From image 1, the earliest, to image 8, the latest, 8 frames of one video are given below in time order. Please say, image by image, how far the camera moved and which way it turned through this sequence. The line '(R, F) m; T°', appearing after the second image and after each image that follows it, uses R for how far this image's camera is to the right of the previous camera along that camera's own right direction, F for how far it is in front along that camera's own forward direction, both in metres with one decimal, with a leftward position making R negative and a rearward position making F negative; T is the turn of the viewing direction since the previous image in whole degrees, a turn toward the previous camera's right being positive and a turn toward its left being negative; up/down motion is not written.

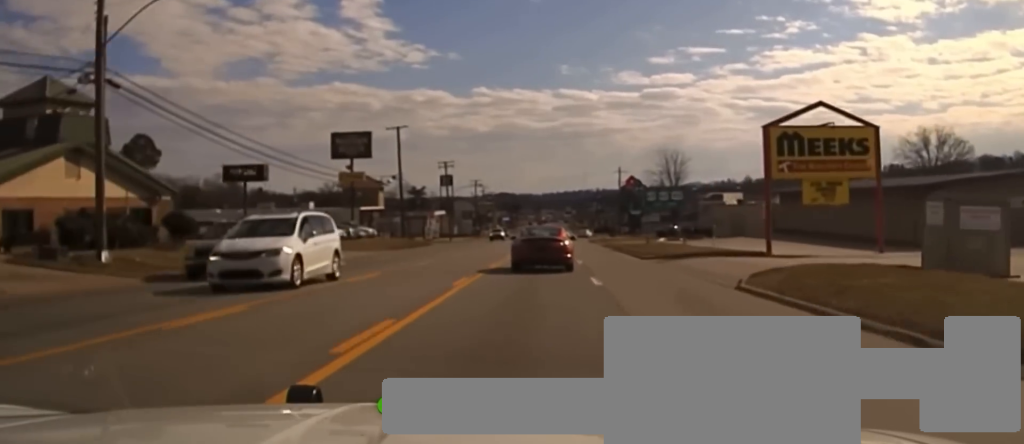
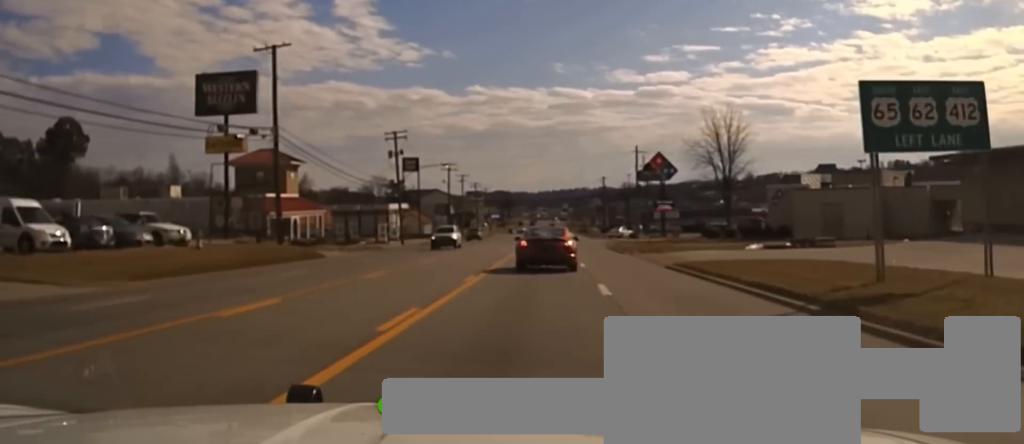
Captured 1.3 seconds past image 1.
(-0.3, +37.1) m; -1°
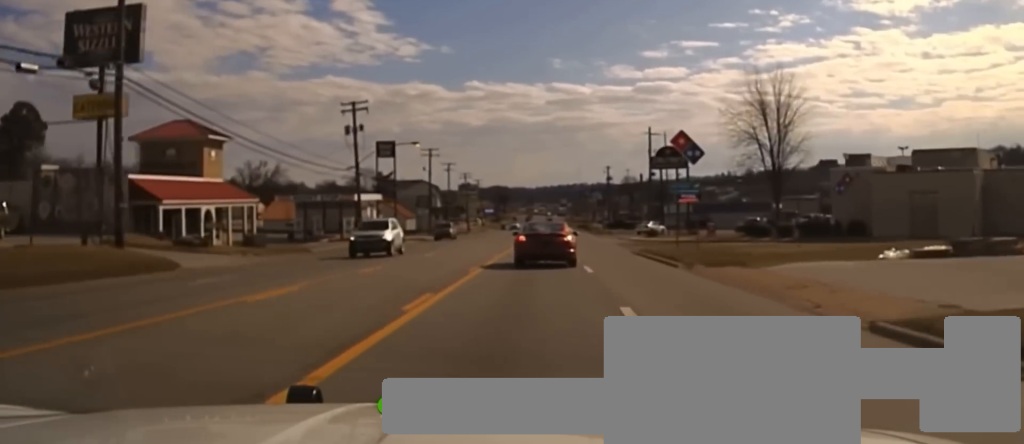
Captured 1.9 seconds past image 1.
(-0.1, +17.7) m; 0°
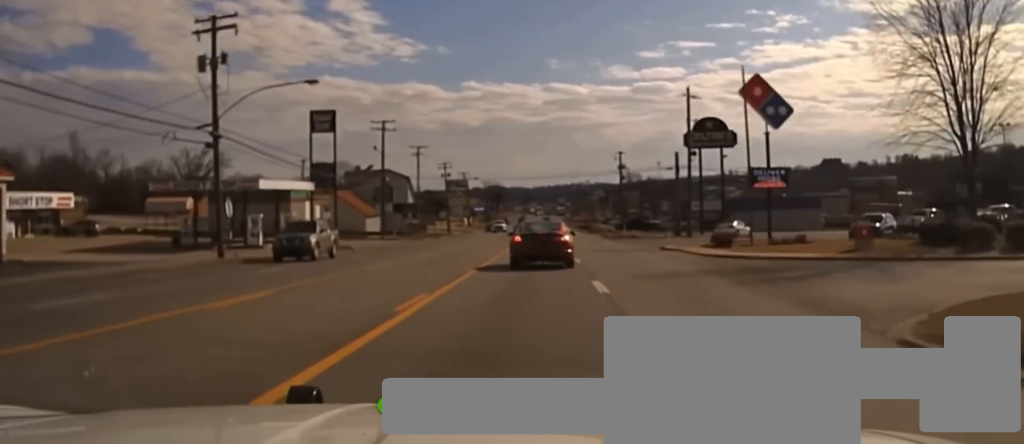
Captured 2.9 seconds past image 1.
(+0.1, +30.8) m; 0°
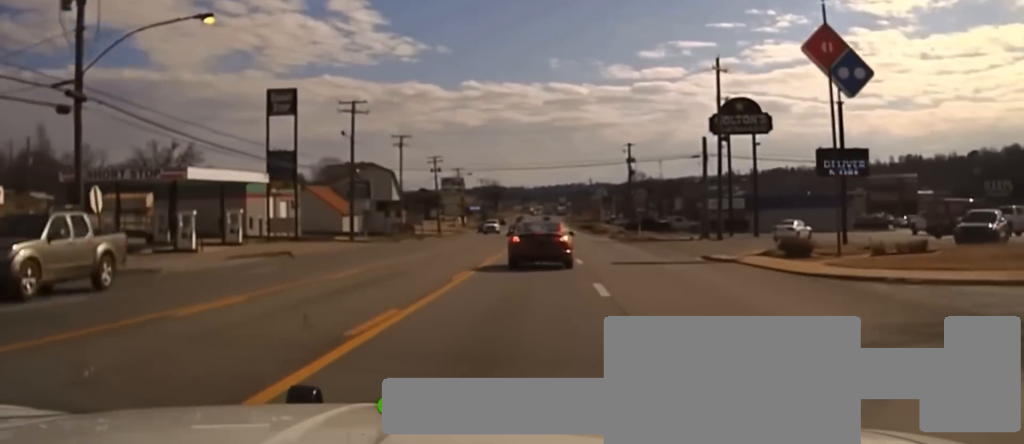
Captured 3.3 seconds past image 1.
(0.0, +13.5) m; 0°
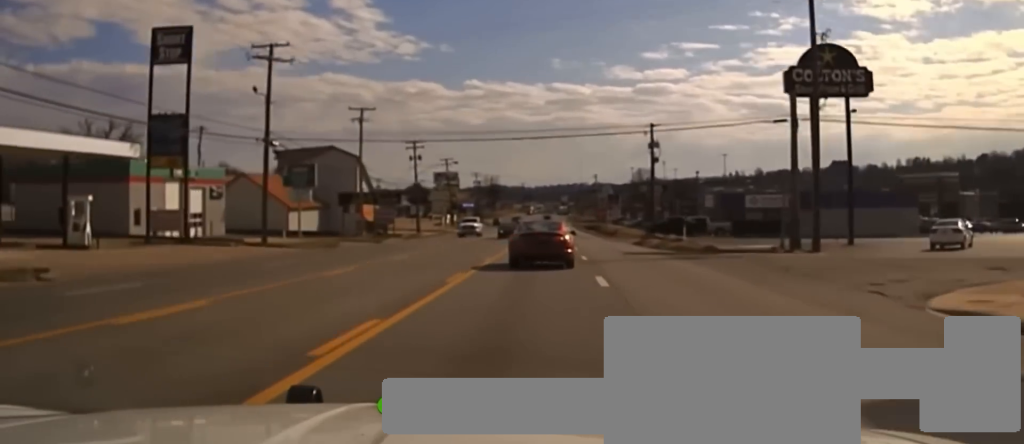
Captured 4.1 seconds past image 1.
(0.0, +23.1) m; 0°
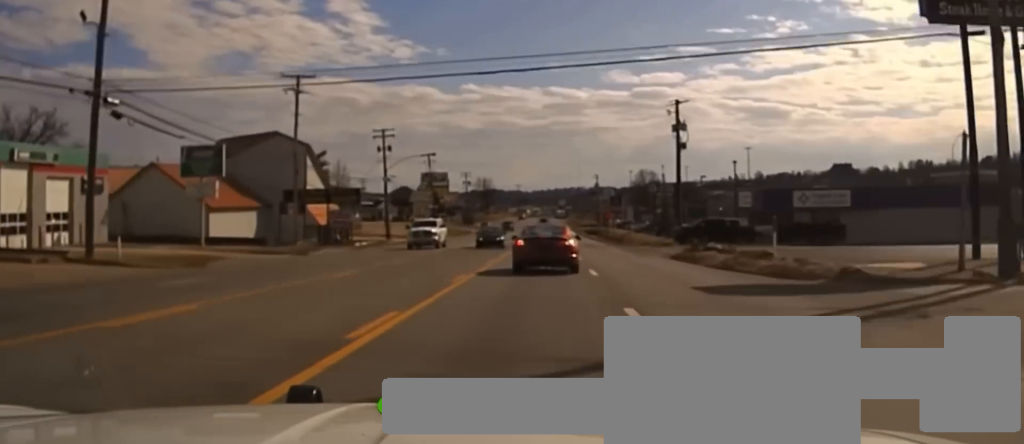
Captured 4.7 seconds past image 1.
(0.0, +20.1) m; 0°
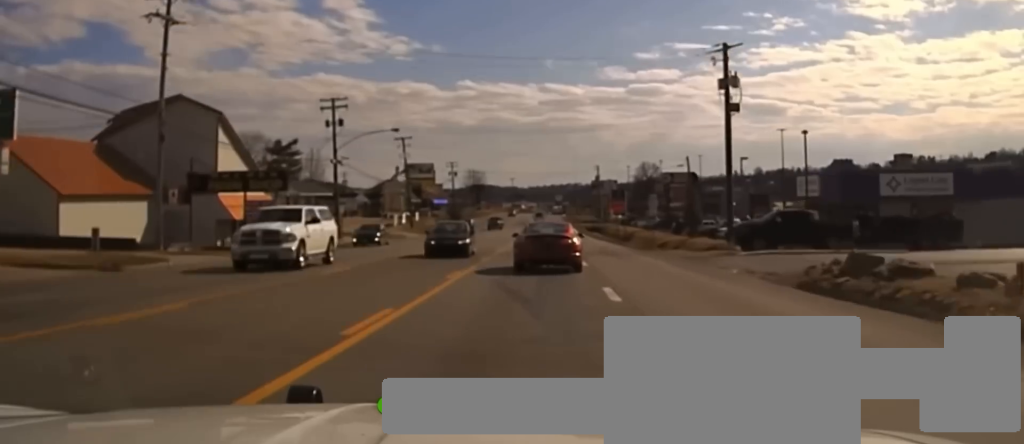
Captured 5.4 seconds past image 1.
(+0.2, +21.5) m; 0°
